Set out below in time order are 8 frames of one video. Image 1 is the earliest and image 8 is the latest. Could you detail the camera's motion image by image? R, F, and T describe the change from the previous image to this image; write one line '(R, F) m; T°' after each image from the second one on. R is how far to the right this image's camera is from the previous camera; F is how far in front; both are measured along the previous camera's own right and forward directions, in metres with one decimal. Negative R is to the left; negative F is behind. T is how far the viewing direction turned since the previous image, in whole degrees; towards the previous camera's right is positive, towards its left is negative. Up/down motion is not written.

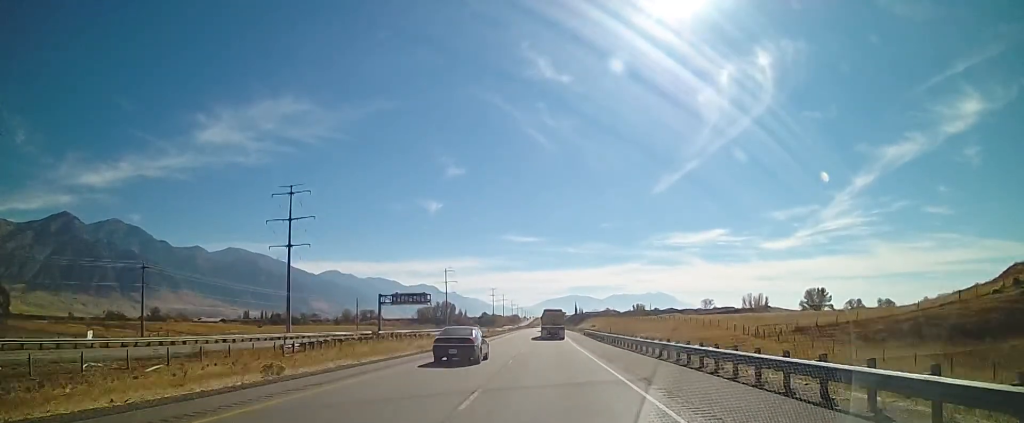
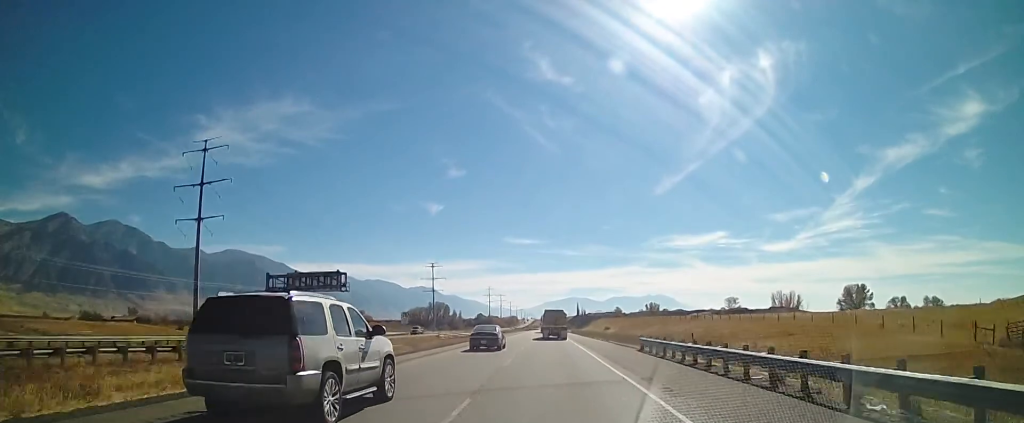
(0.0, +50.5) m; 0°
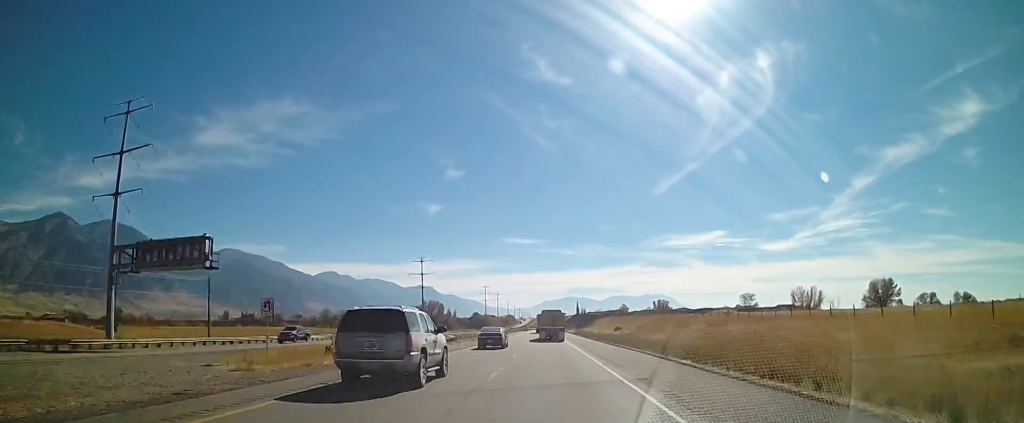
(0.0, +29.4) m; 0°
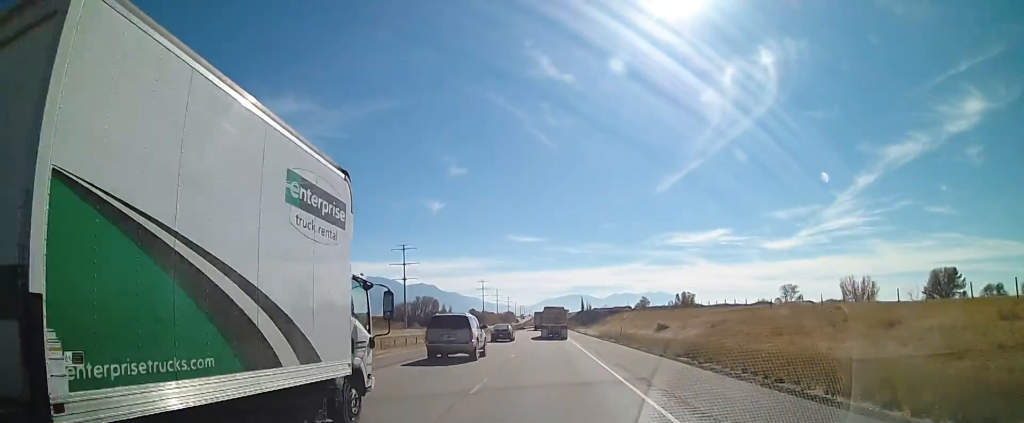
(0.0, +51.6) m; 0°
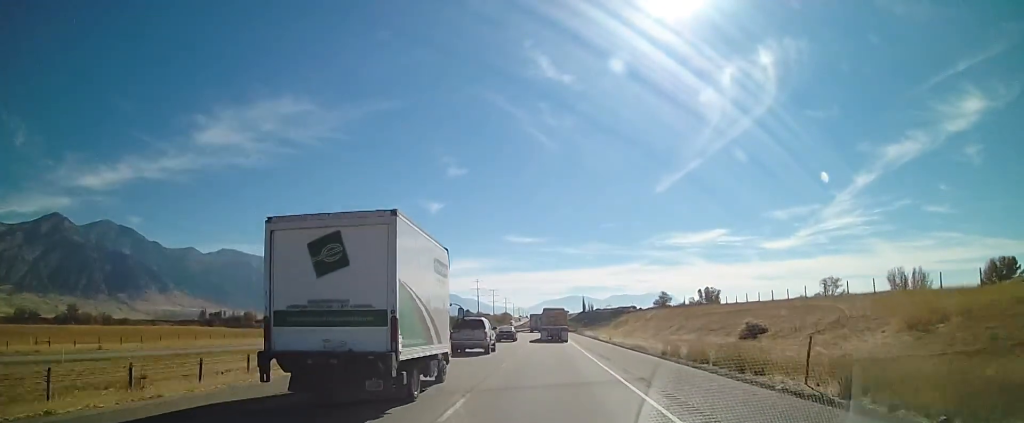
(0.0, +41.0) m; +1°
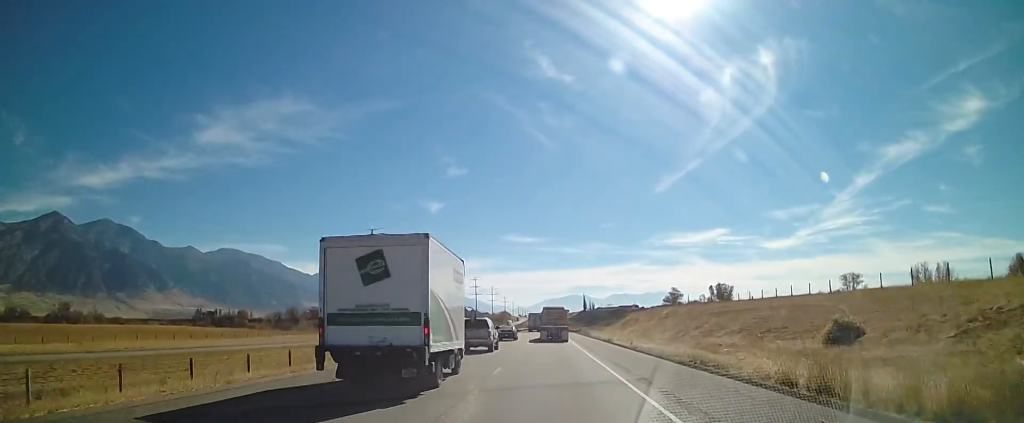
(-0.1, +16.6) m; +1°
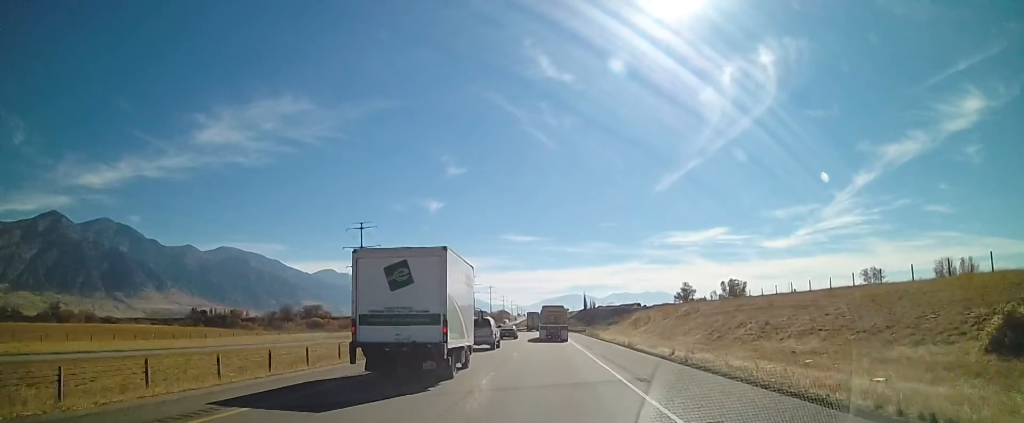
(+0.1, +15.6) m; 0°
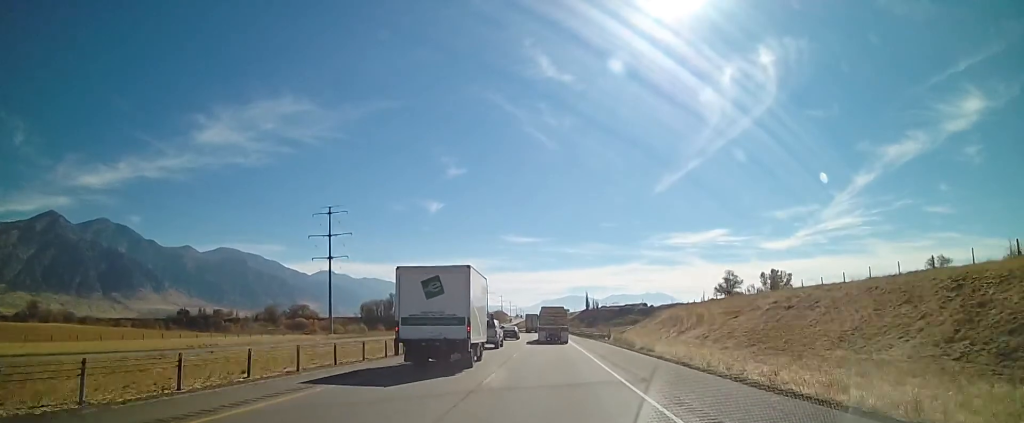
(+0.2, +39.6) m; -2°
